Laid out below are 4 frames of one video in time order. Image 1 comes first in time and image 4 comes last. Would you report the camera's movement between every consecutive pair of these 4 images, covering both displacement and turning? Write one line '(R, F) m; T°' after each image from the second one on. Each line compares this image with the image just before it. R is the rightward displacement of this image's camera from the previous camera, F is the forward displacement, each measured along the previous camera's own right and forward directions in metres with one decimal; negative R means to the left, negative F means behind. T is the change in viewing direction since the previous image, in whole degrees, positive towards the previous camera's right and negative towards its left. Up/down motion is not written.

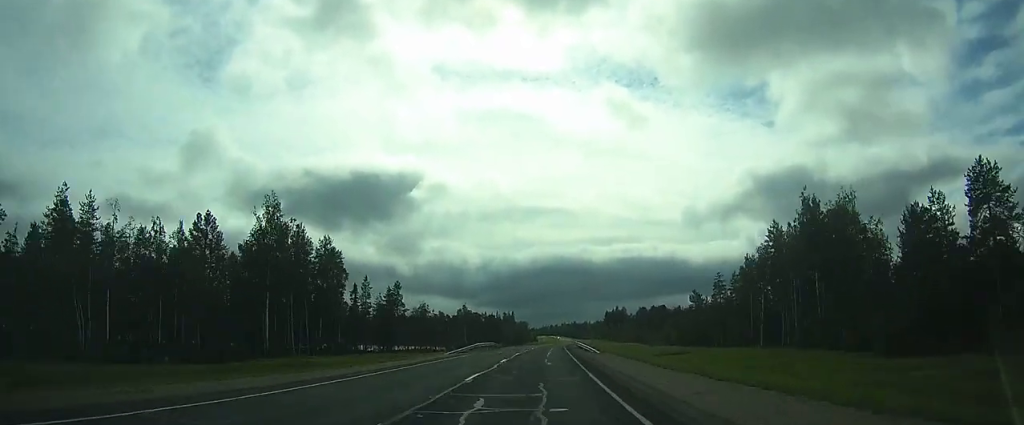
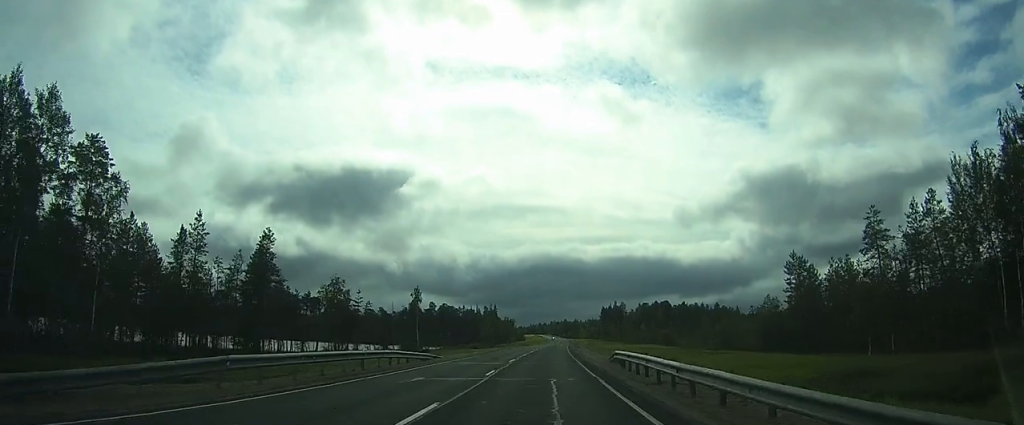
(+1.0, +44.9) m; +3°
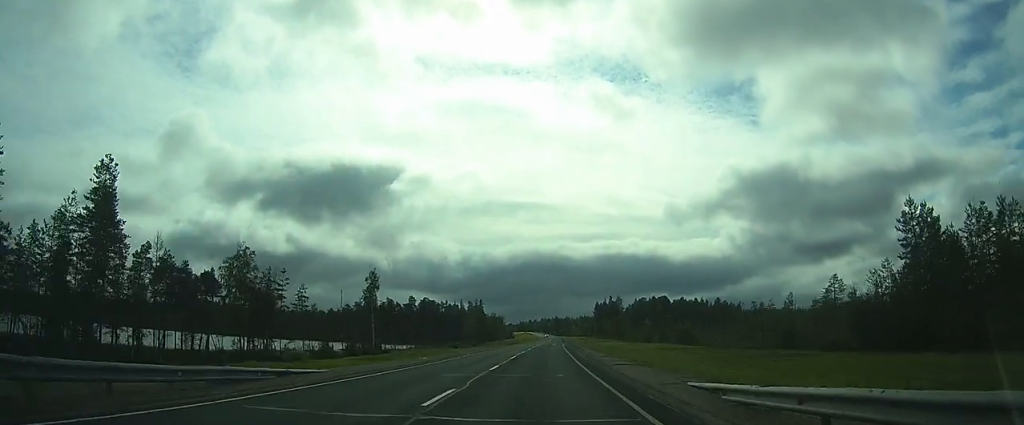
(+0.2, +21.7) m; +1°
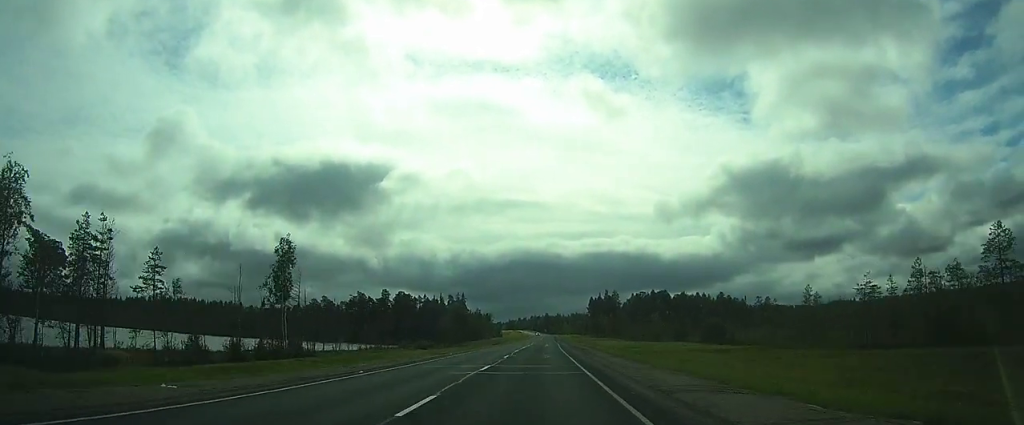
(+0.3, +25.5) m; +1°
